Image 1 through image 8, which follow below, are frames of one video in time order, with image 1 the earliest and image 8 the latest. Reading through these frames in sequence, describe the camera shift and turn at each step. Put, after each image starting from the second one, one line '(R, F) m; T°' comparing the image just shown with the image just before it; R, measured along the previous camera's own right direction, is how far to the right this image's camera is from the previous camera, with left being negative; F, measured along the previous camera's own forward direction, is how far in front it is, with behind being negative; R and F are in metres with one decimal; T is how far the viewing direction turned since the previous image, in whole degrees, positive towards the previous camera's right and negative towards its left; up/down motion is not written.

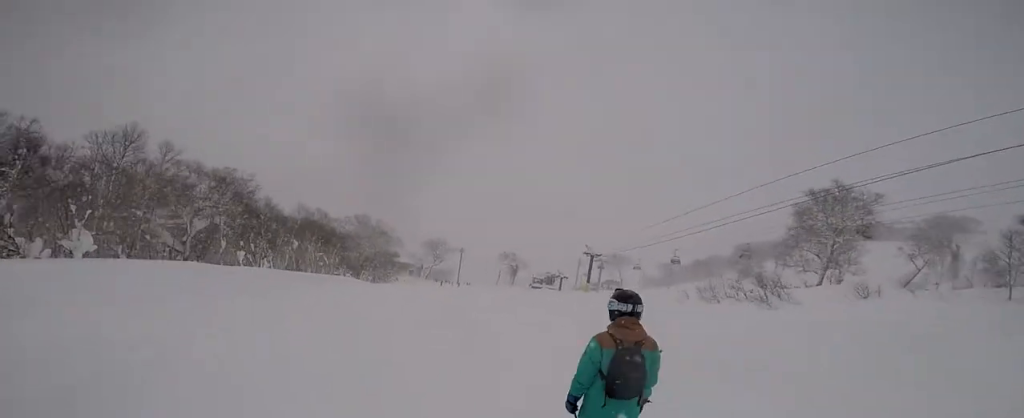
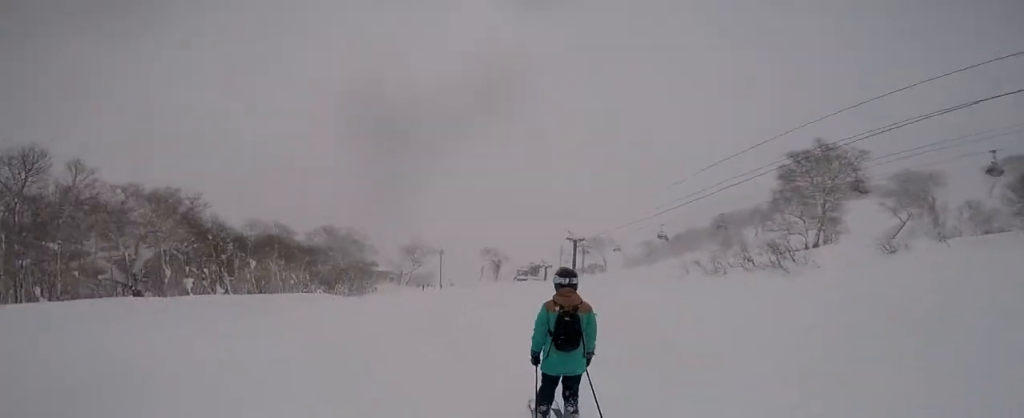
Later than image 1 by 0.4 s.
(+0.6, +2.3) m; +1°
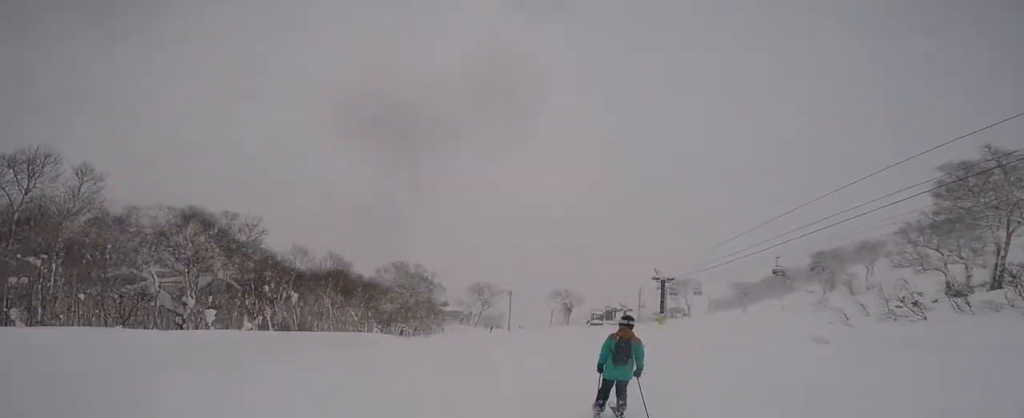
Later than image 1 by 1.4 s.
(-0.3, +5.3) m; -9°
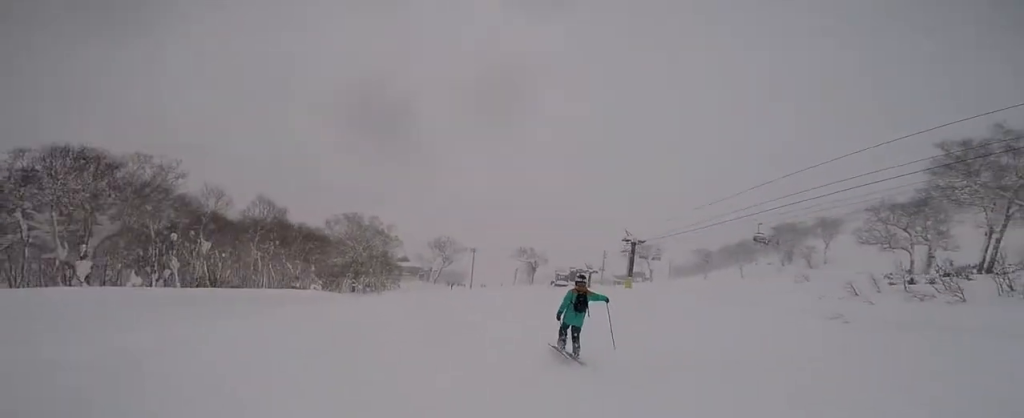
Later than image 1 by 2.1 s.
(-0.3, +3.5) m; +1°
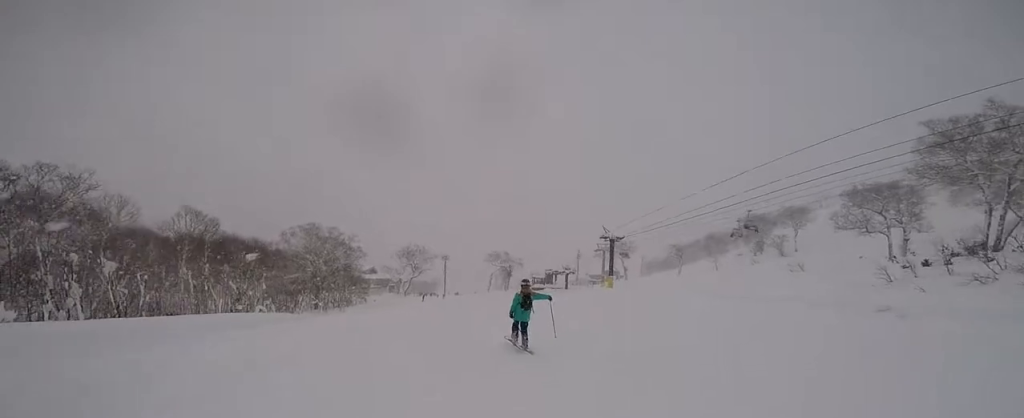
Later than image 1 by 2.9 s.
(0.0, +3.3) m; +10°
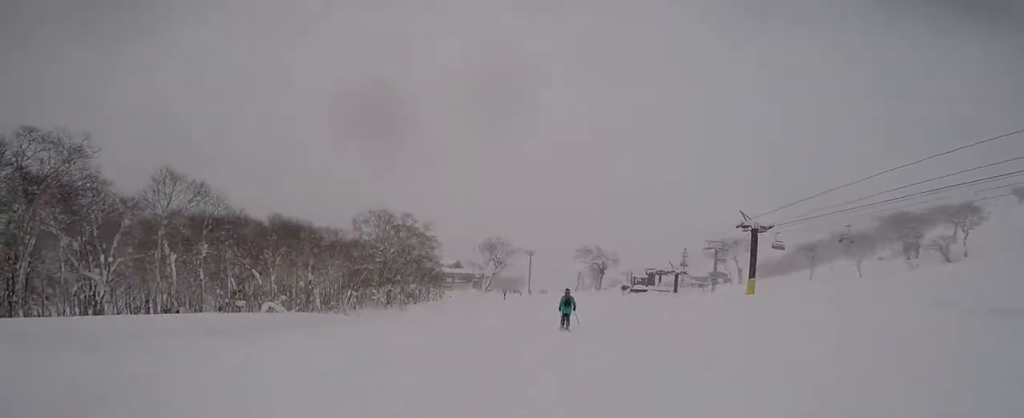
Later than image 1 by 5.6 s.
(-0.6, +9.6) m; -18°
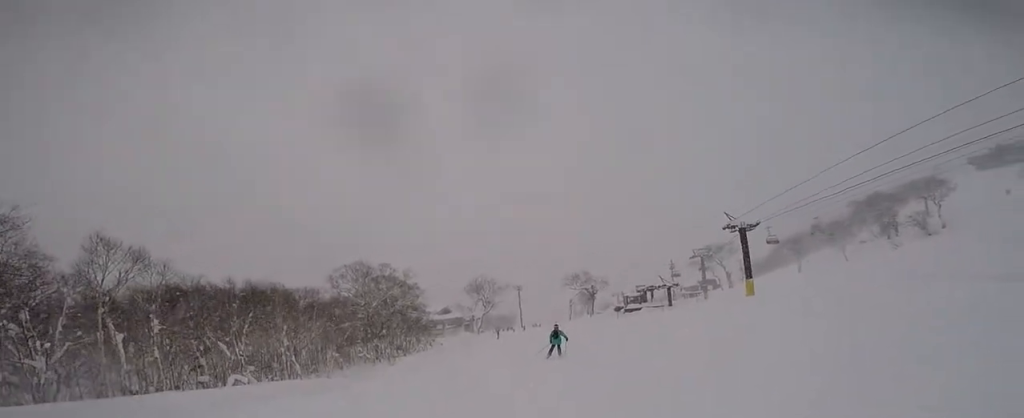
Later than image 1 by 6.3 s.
(0.0, +2.0) m; 0°
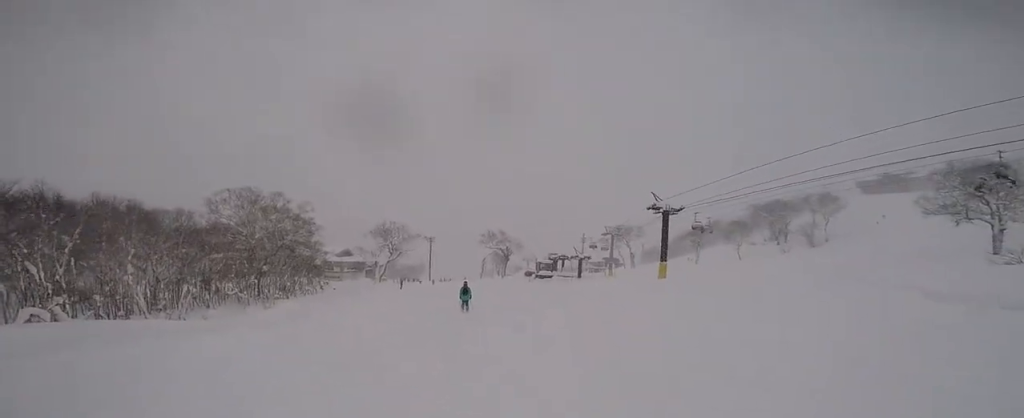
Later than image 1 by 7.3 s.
(0.0, +2.8) m; +3°
